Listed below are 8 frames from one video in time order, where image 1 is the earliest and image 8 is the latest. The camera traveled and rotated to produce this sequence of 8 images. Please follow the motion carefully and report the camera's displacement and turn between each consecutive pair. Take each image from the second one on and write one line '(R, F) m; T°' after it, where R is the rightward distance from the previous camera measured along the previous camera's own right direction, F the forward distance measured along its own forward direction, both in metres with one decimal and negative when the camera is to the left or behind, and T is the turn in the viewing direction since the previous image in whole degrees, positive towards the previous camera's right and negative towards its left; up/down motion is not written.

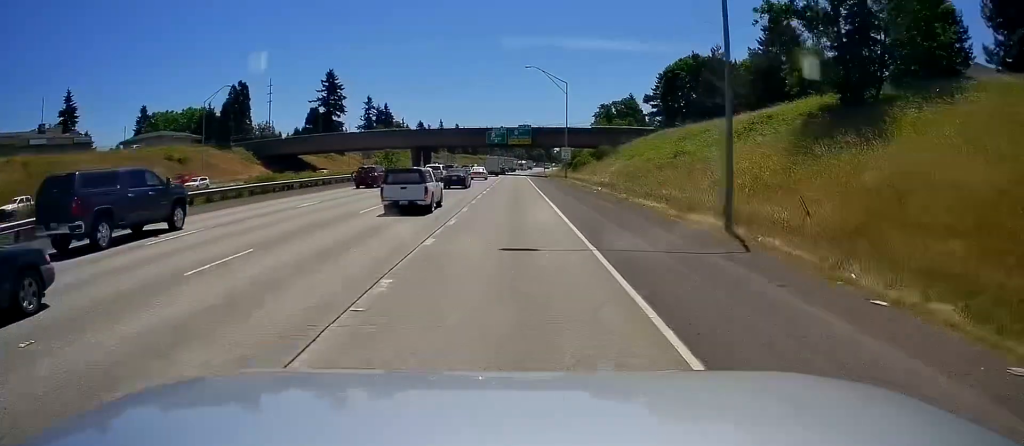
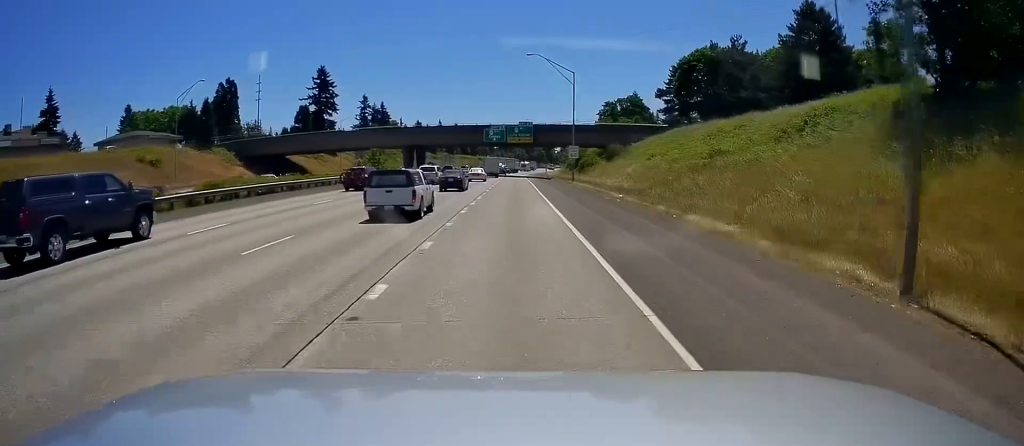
(+0.1, +9.8) m; +1°
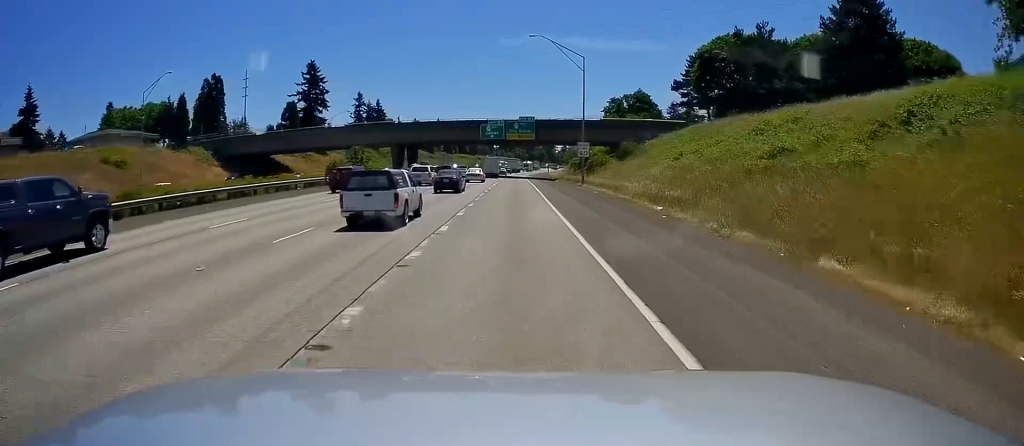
(0.0, +10.6) m; 0°
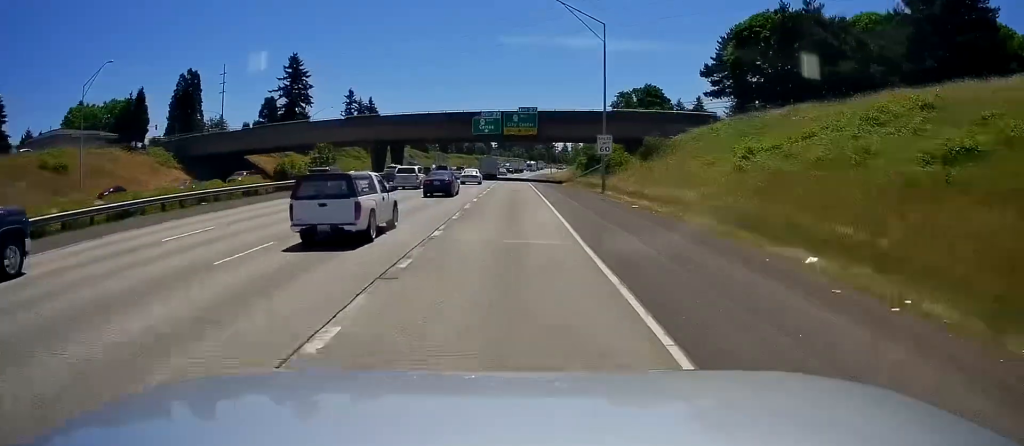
(0.0, +15.1) m; 0°
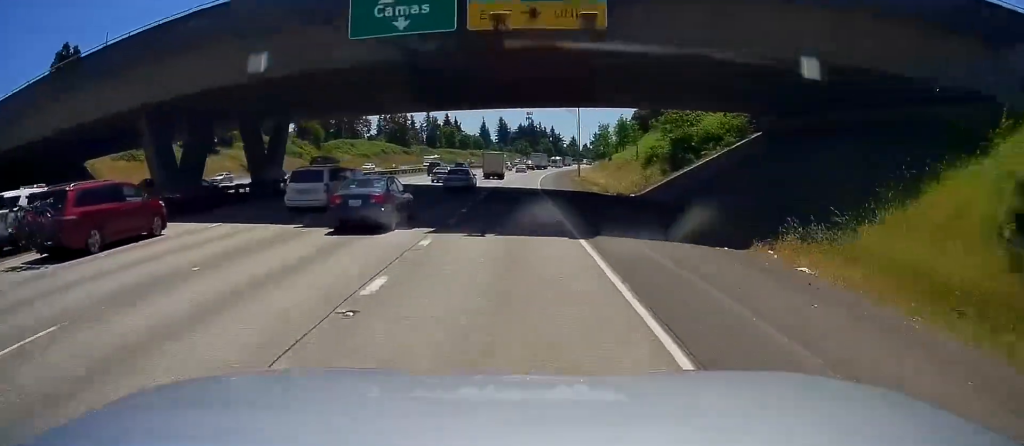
(-0.5, +58.2) m; +1°
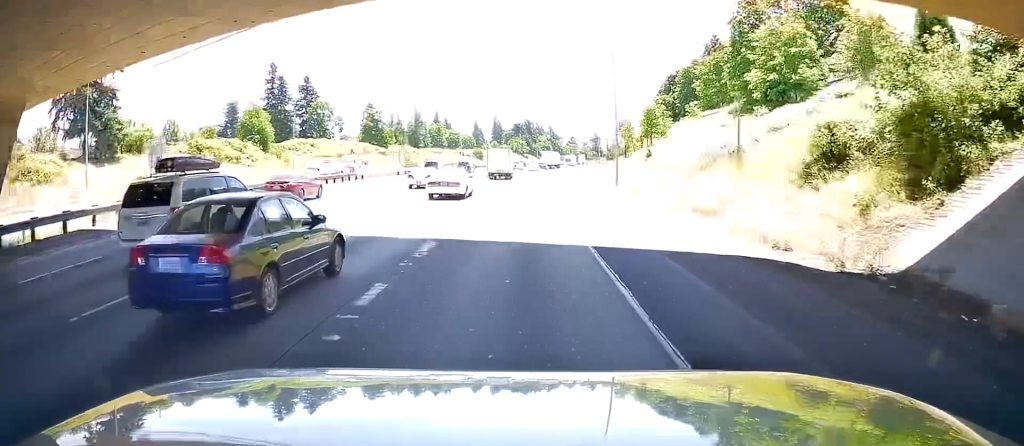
(+0.5, +32.9) m; +1°
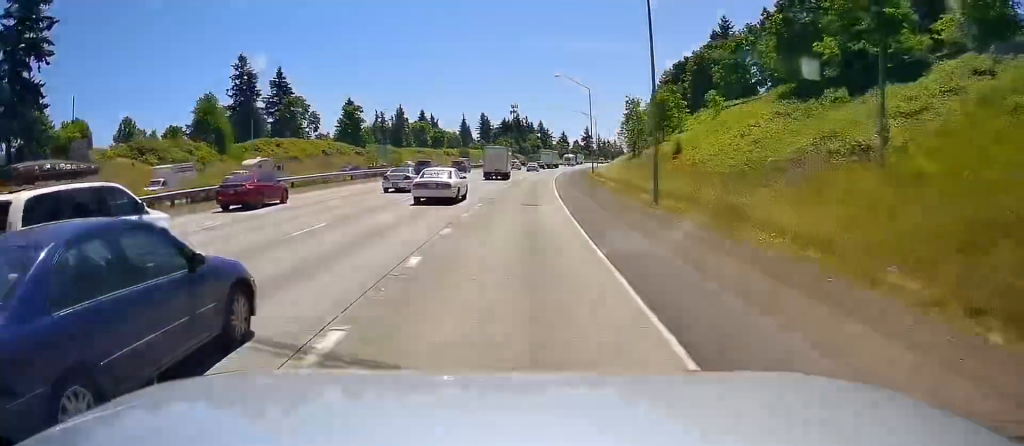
(-0.1, +16.3) m; +1°
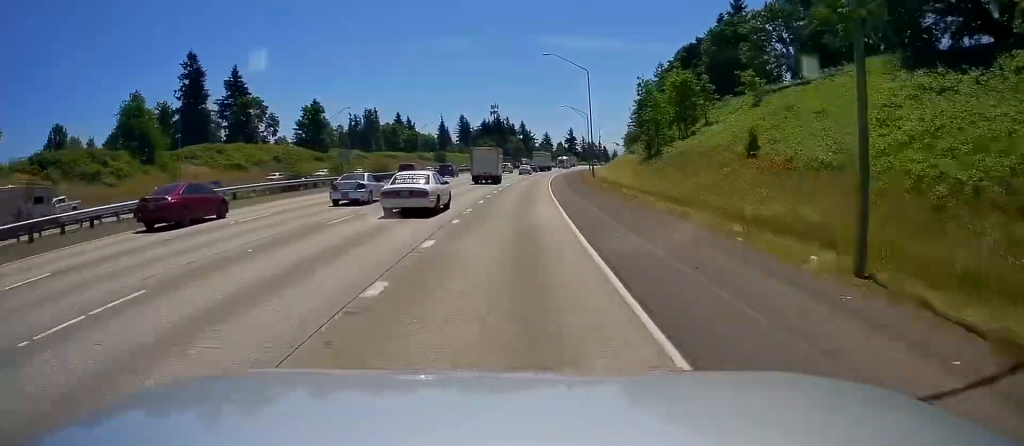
(+0.3, +21.2) m; +1°
